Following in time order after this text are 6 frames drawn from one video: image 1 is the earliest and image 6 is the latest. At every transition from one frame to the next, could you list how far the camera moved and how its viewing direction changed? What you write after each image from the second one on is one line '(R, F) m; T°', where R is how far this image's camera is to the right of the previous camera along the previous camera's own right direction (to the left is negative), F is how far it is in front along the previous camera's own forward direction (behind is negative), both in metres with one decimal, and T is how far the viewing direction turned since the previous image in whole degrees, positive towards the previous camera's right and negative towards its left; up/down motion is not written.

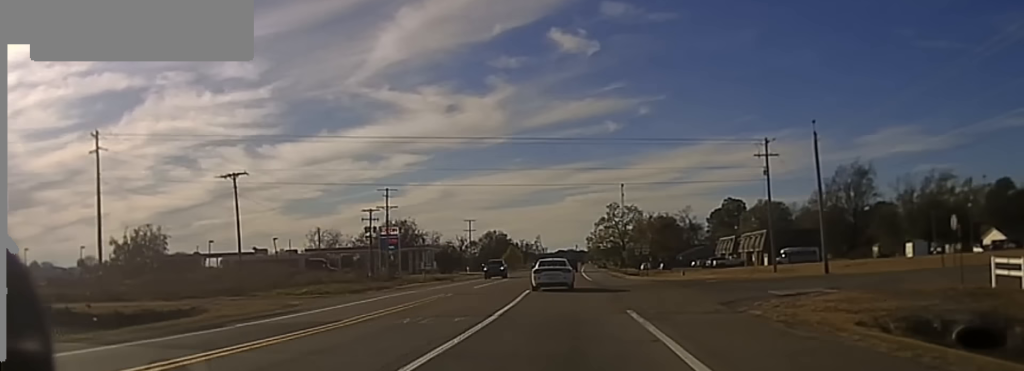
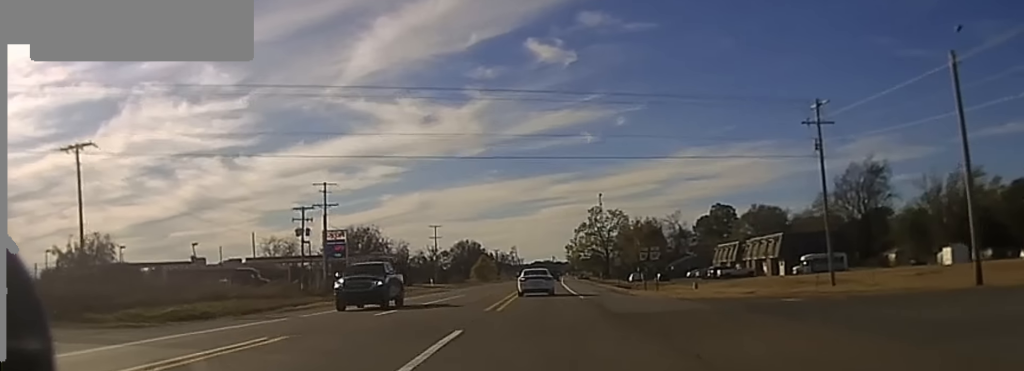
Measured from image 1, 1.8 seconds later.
(+0.4, +20.8) m; +3°
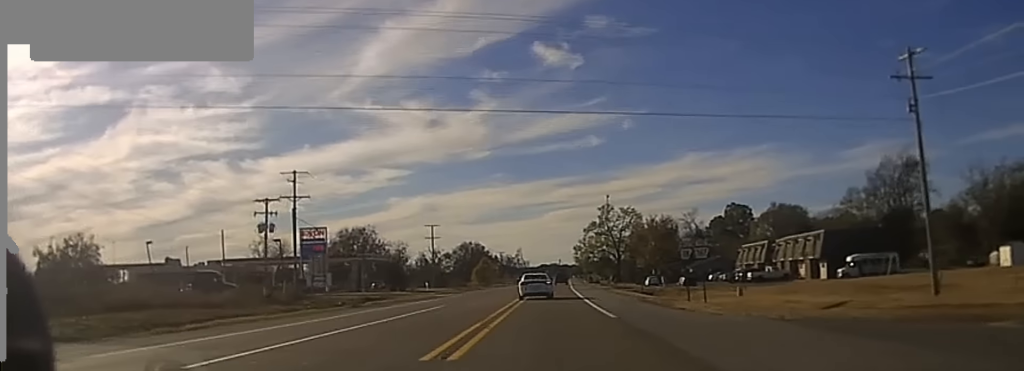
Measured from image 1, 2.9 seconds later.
(+0.3, +16.0) m; -1°
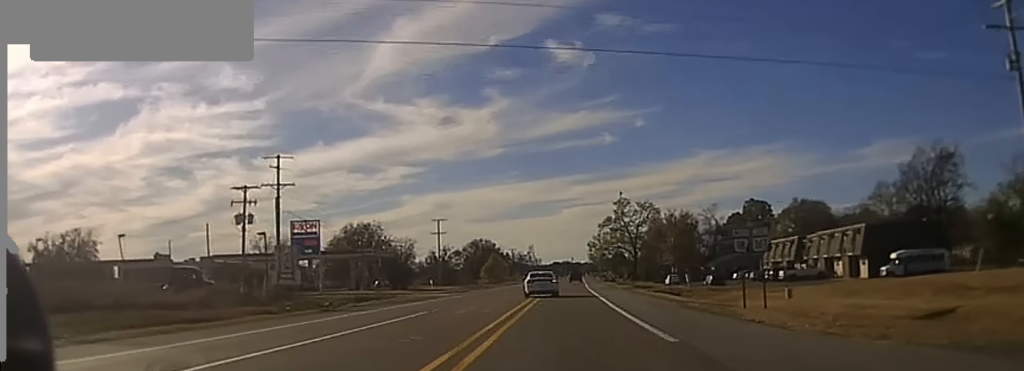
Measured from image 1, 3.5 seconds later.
(-0.2, +11.0) m; -1°
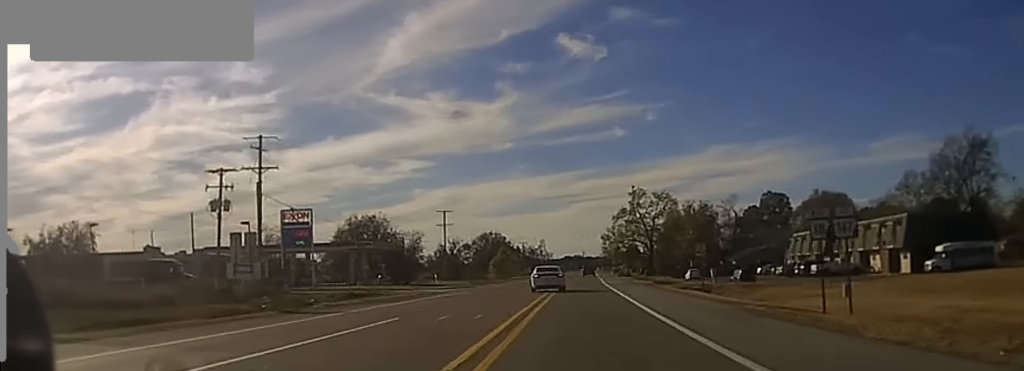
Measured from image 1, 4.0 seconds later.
(-0.1, +8.9) m; -1°
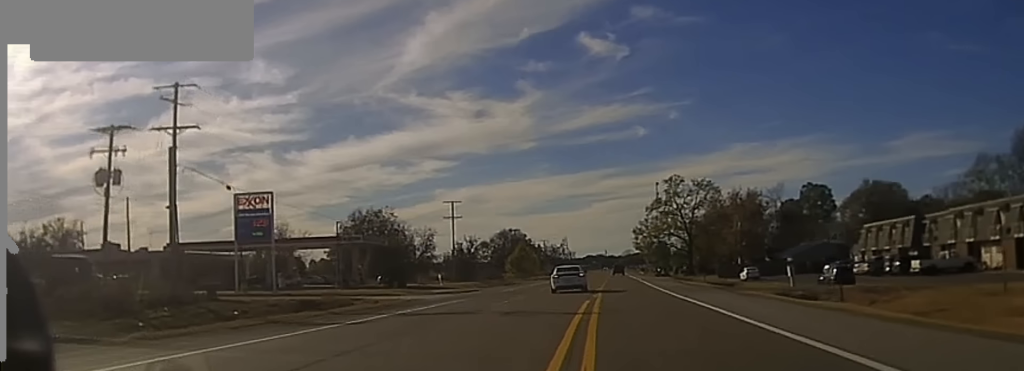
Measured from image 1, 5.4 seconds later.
(-0.2, +22.3) m; -1°
